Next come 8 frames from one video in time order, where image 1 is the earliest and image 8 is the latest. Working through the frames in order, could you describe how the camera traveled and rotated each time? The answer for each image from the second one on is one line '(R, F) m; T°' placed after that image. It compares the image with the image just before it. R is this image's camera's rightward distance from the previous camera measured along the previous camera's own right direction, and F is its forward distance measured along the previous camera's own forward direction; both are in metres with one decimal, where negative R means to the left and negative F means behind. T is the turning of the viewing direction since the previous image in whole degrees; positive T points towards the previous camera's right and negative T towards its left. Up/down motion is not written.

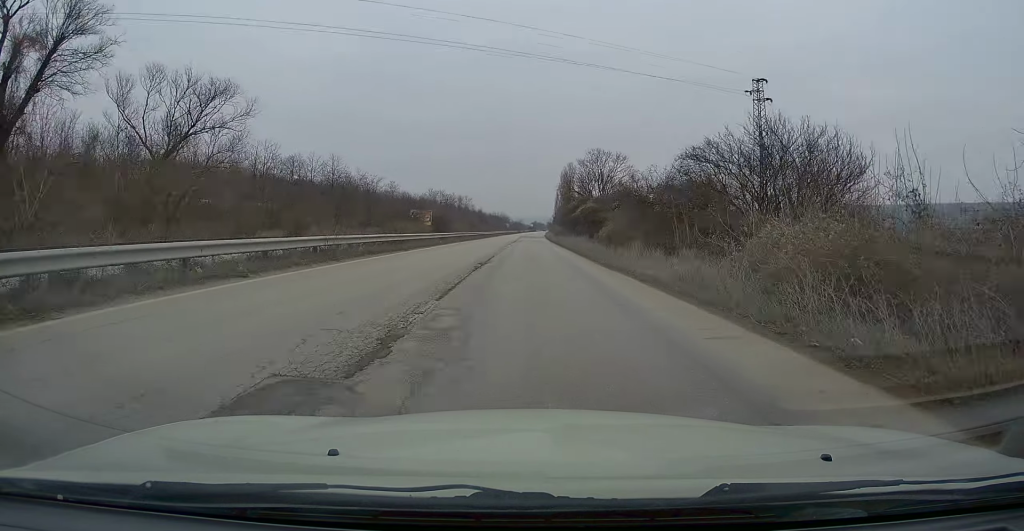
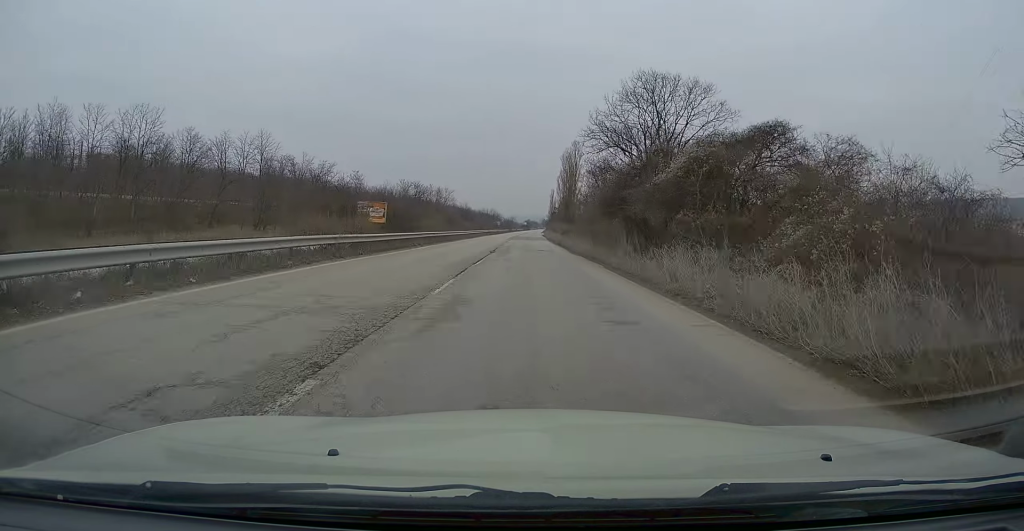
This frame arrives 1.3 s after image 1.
(+0.4, +35.5) m; 0°
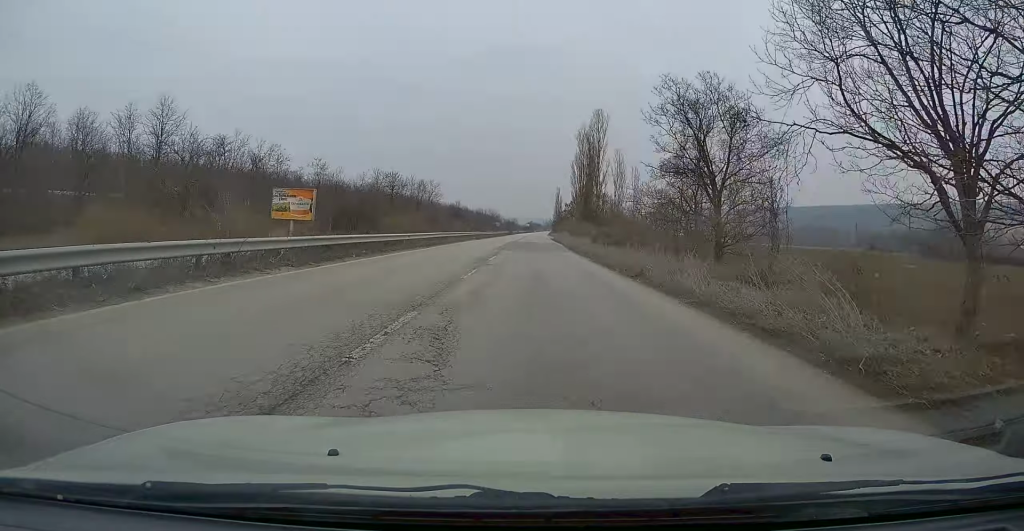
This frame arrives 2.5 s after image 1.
(-0.3, +31.9) m; 0°
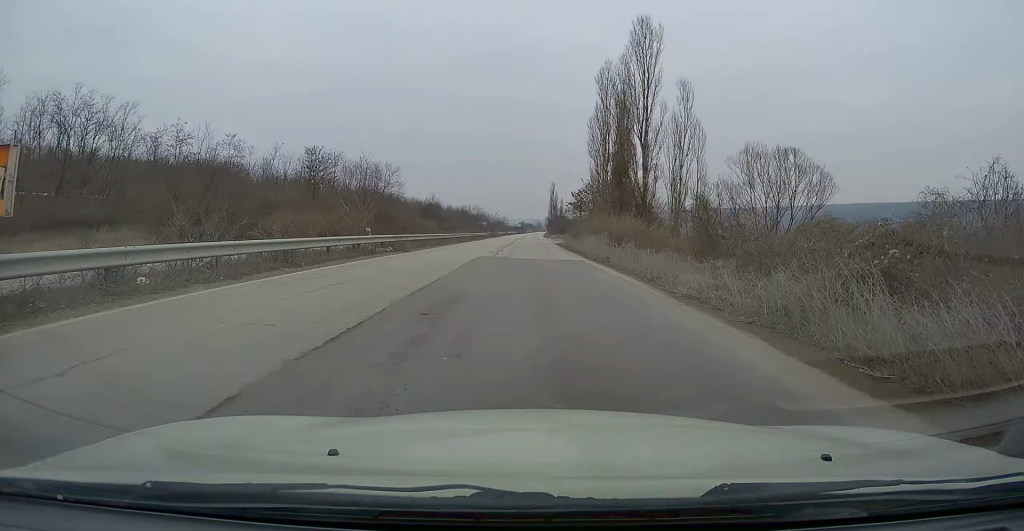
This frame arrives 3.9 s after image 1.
(+0.1, +37.0) m; +1°
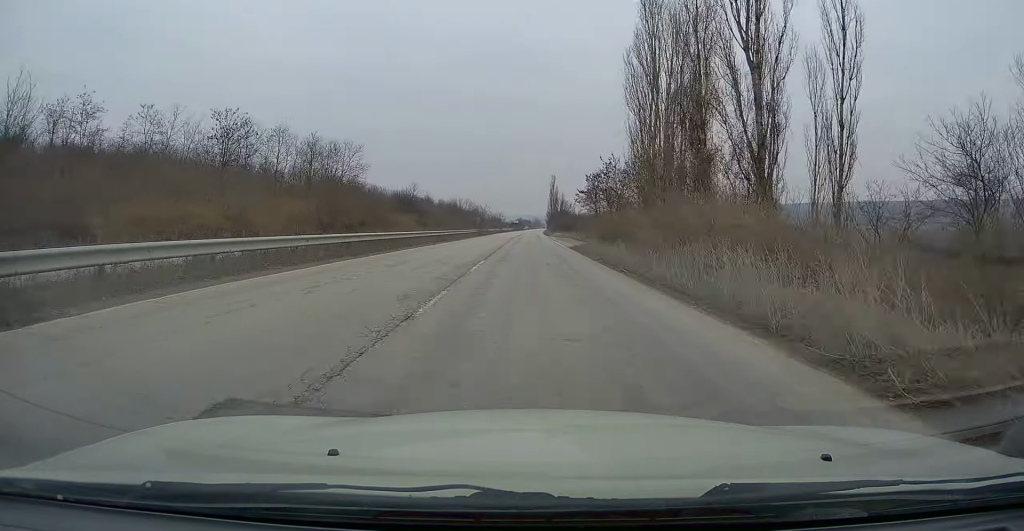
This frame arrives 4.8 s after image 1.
(+0.2, +22.9) m; +1°
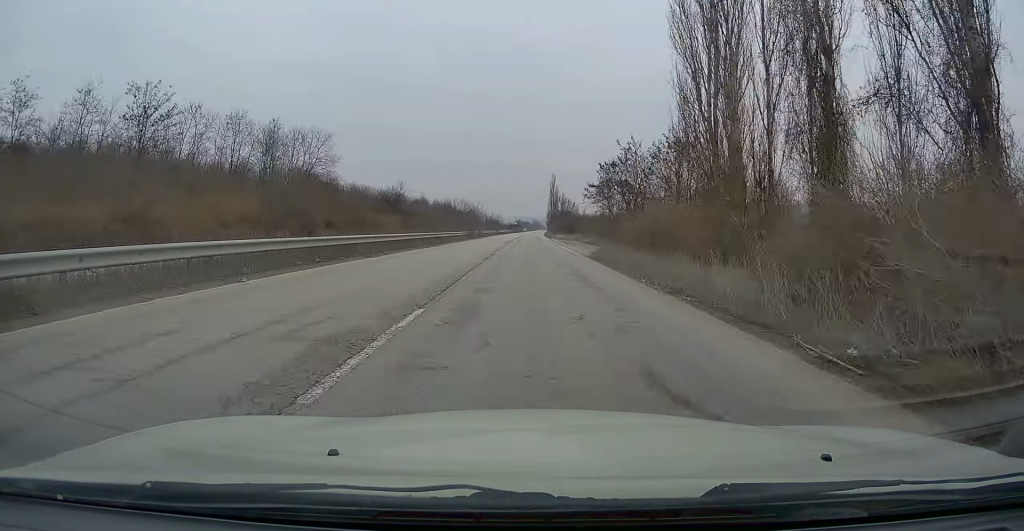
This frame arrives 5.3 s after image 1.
(+0.1, +12.3) m; 0°
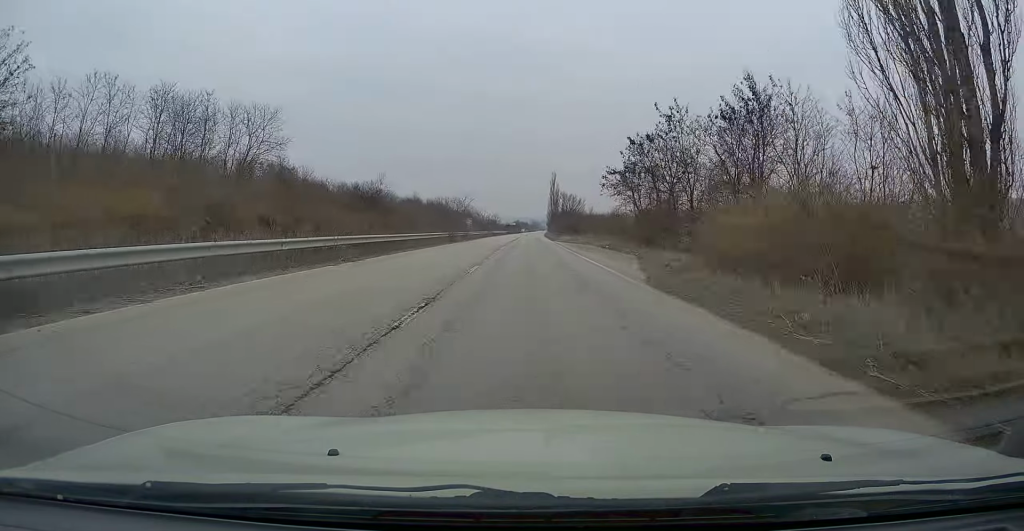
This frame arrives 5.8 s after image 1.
(0.0, +15.0) m; -1°
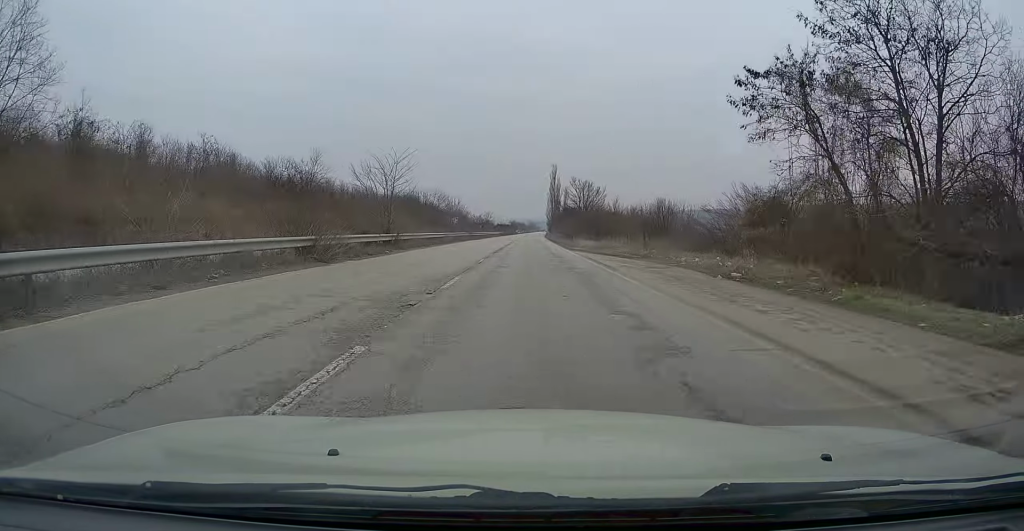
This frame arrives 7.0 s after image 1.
(-0.4, +30.9) m; 0°
